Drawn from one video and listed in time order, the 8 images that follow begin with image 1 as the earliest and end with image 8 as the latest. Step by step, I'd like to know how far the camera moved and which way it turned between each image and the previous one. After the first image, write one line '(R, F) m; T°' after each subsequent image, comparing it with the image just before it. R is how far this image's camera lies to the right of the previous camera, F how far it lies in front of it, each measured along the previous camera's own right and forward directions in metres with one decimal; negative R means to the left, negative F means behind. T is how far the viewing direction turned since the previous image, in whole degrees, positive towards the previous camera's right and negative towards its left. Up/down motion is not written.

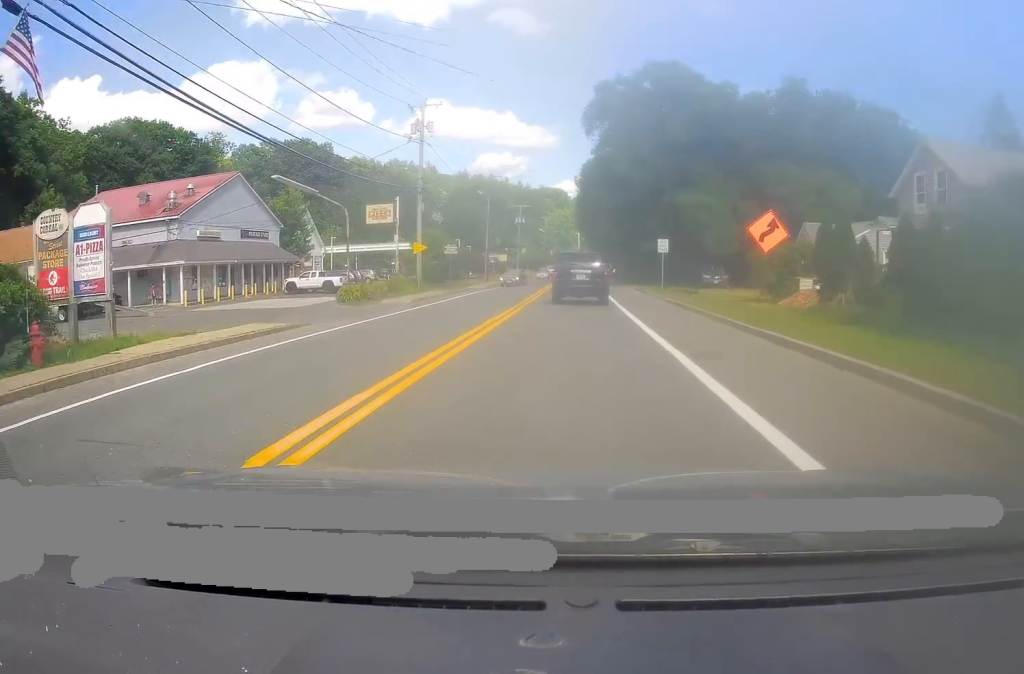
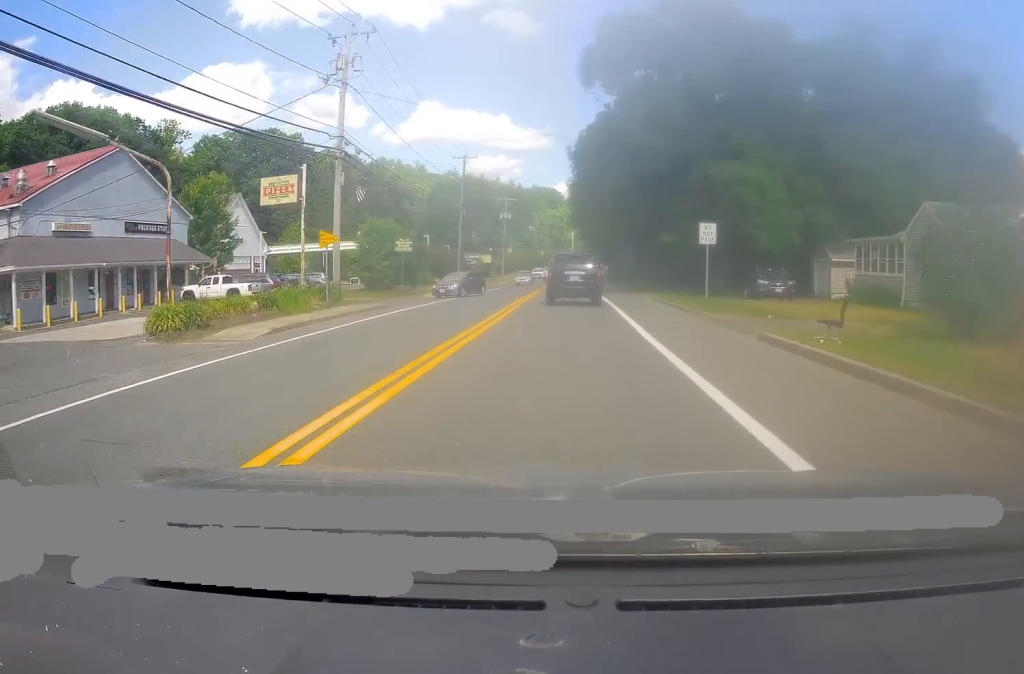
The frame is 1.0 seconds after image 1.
(-0.8, +15.8) m; 0°
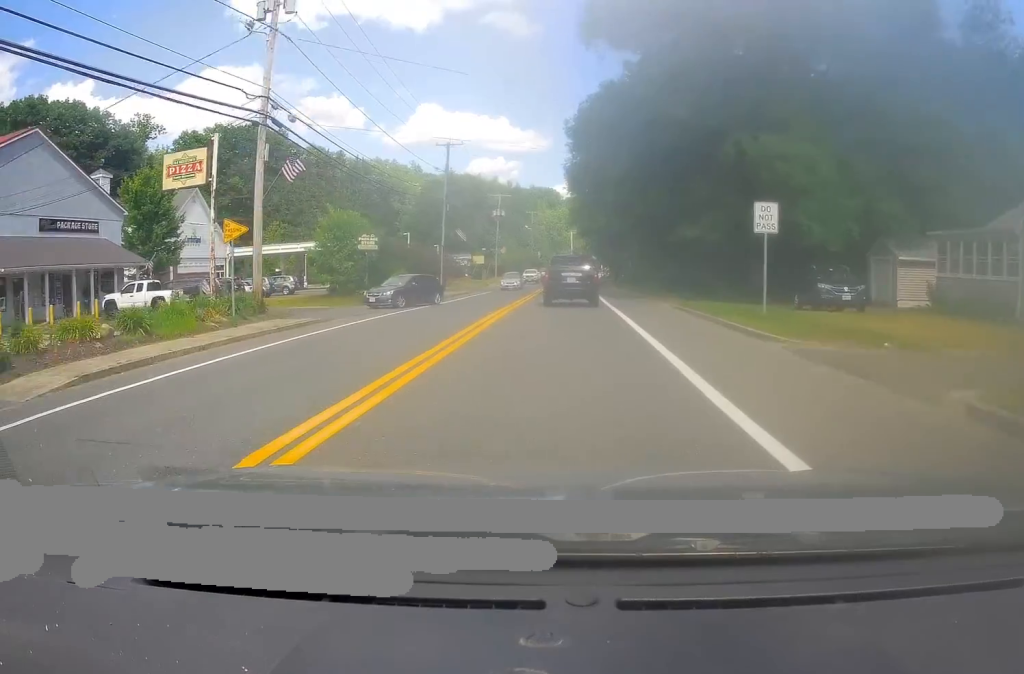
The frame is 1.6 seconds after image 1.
(+0.4, +9.0) m; +1°
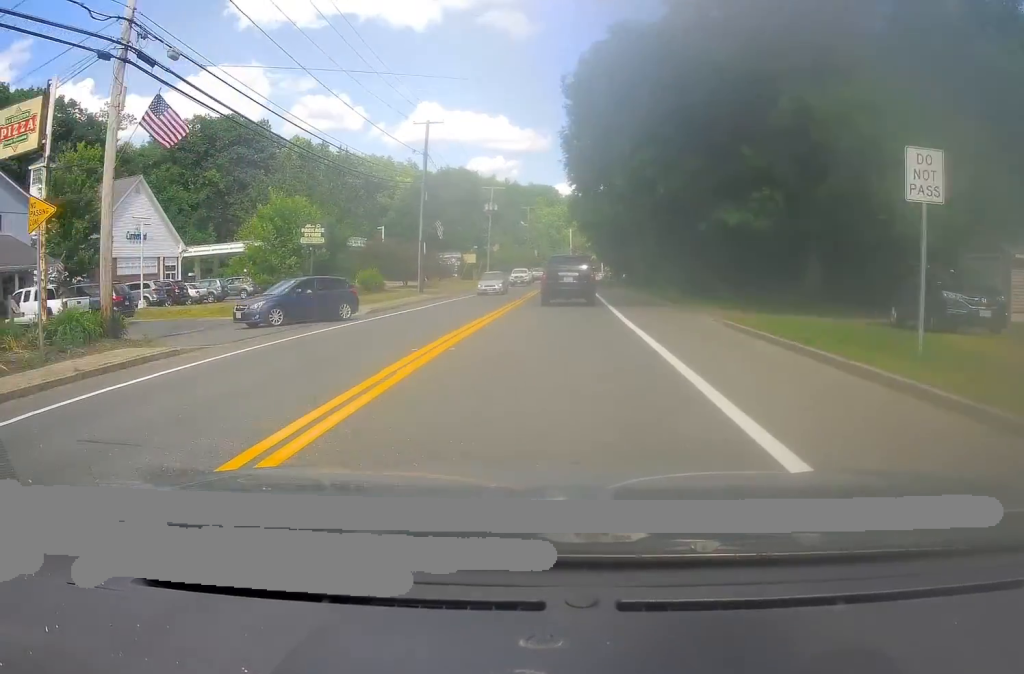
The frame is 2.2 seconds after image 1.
(+0.5, +8.9) m; +1°
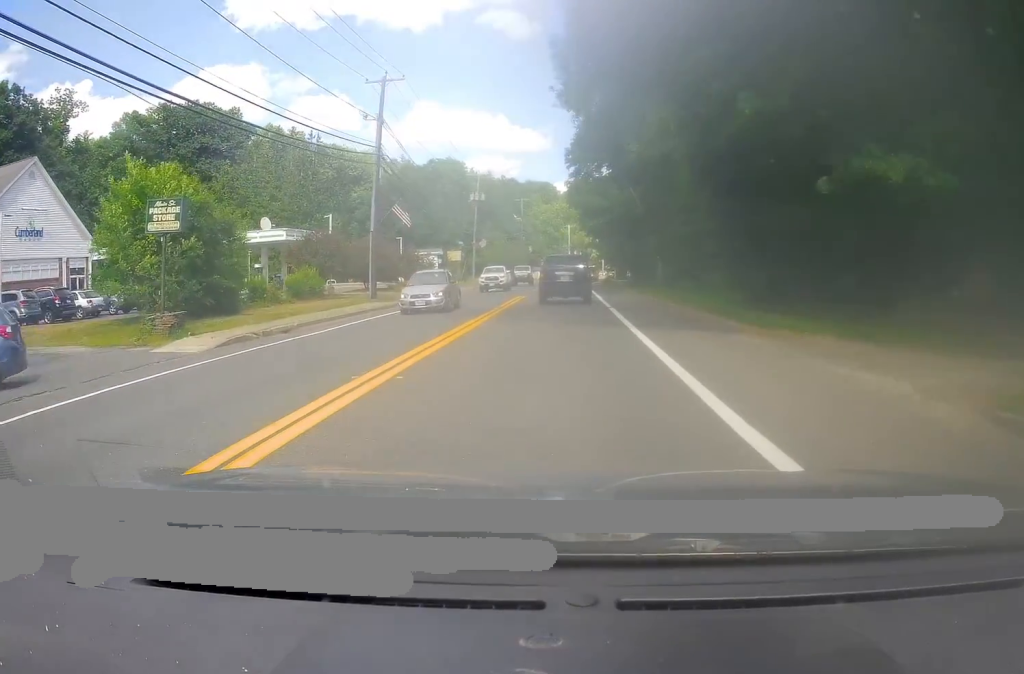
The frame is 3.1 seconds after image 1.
(-0.5, +12.8) m; -2°
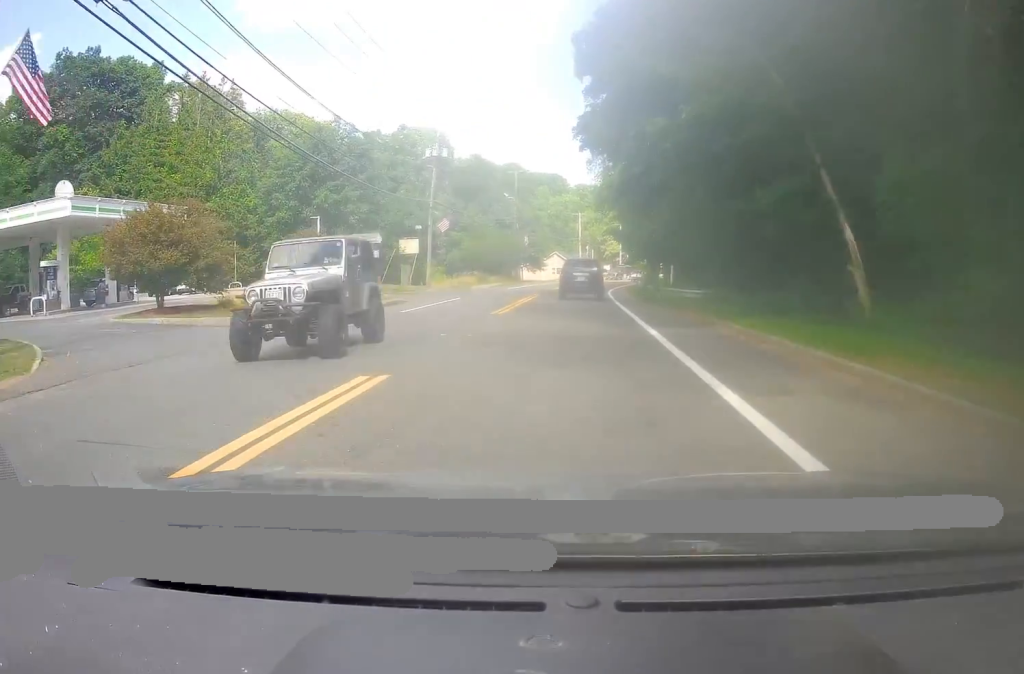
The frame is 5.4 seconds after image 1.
(0.0, +31.4) m; -1°
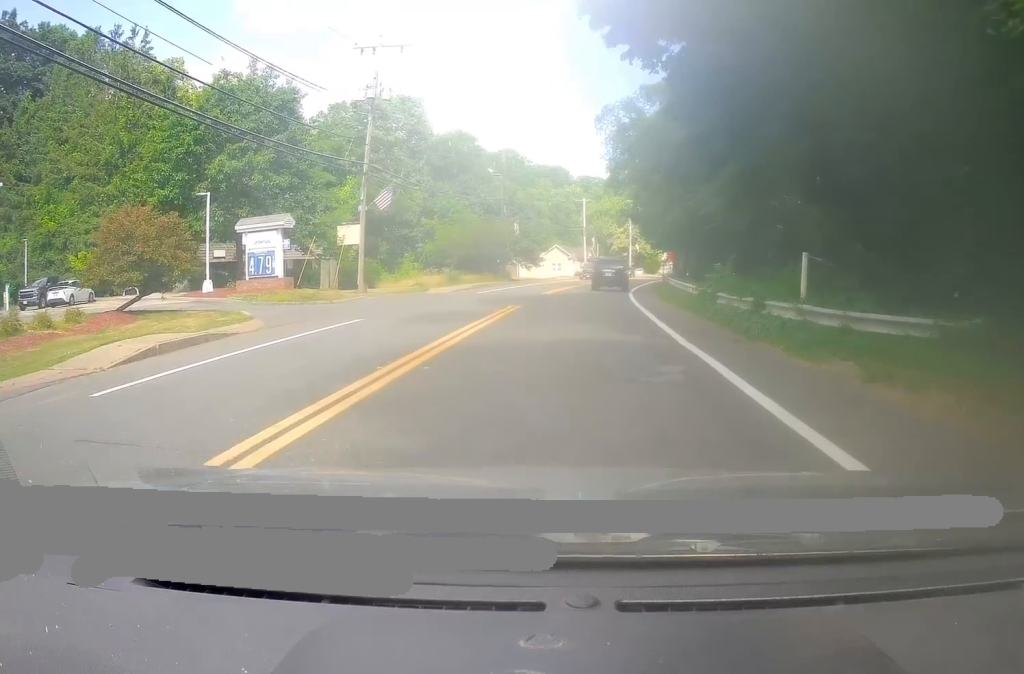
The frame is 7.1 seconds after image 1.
(+0.4, +18.8) m; +2°
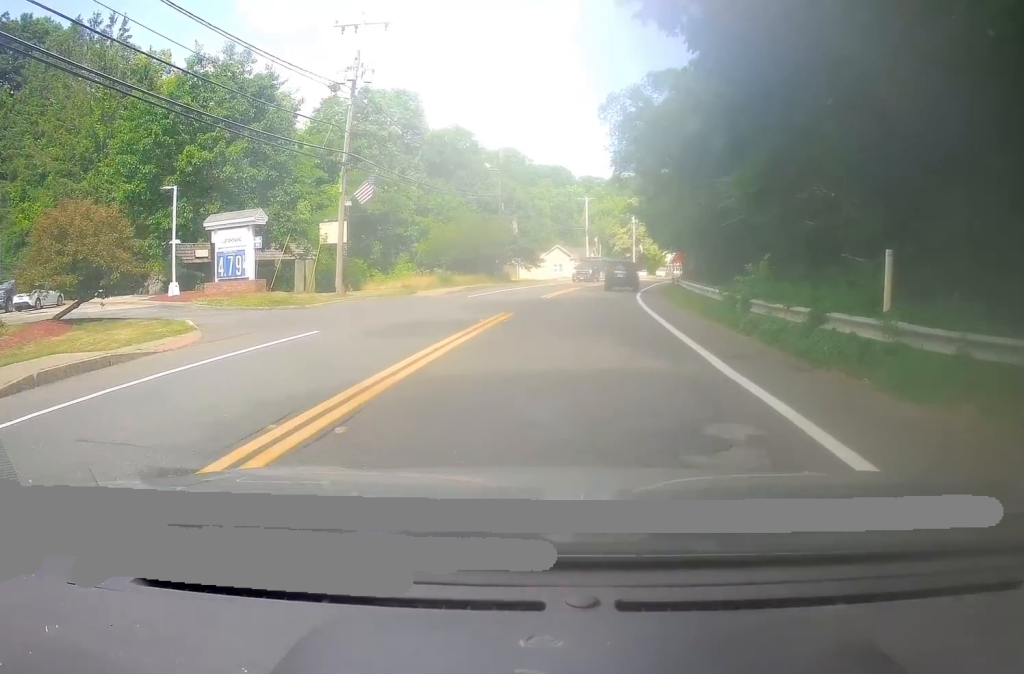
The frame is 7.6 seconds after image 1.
(-0.2, +3.7) m; -1°
